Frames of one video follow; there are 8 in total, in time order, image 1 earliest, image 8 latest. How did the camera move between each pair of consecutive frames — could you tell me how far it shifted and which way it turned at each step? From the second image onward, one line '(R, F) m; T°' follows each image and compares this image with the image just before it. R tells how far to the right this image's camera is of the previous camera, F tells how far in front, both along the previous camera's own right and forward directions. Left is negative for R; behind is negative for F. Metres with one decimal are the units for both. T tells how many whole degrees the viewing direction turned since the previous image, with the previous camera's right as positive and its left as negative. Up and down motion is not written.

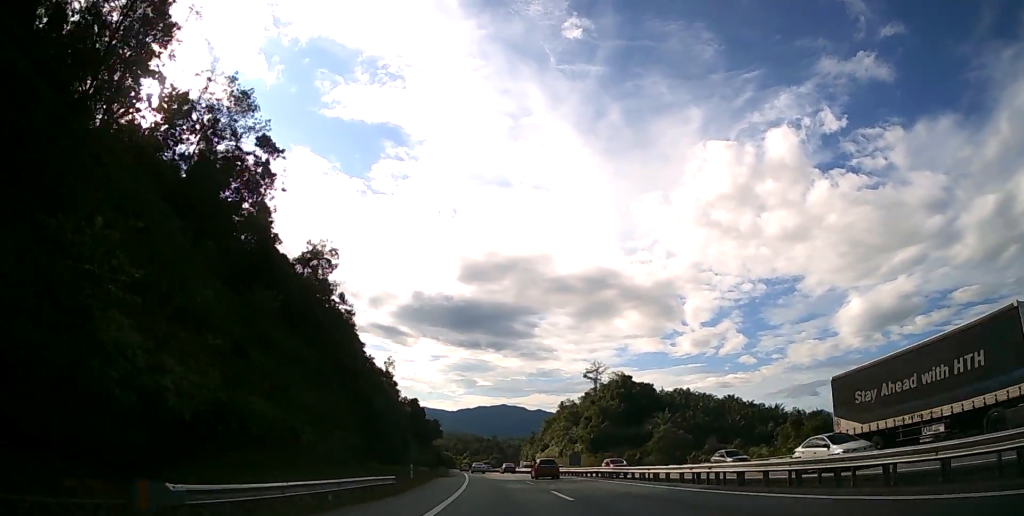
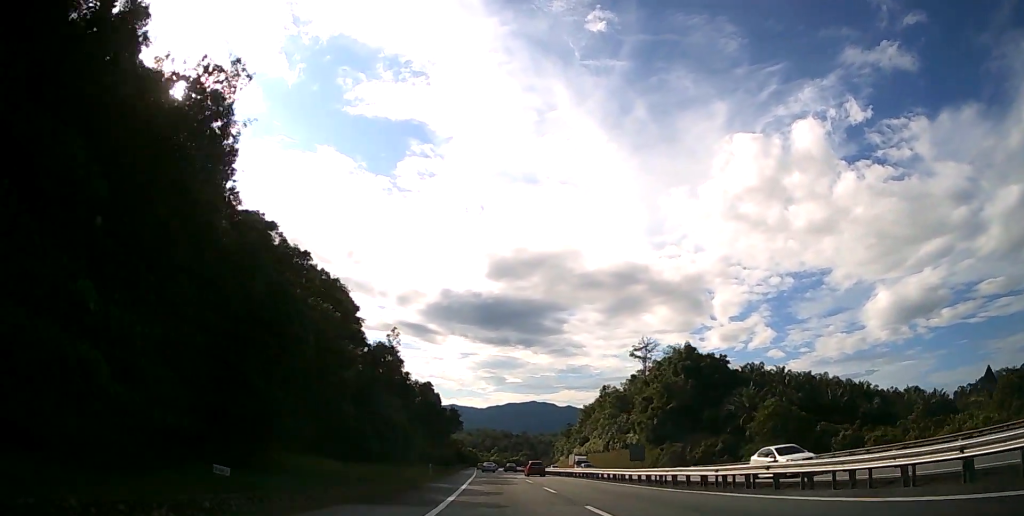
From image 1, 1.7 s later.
(-0.8, +34.1) m; -3°
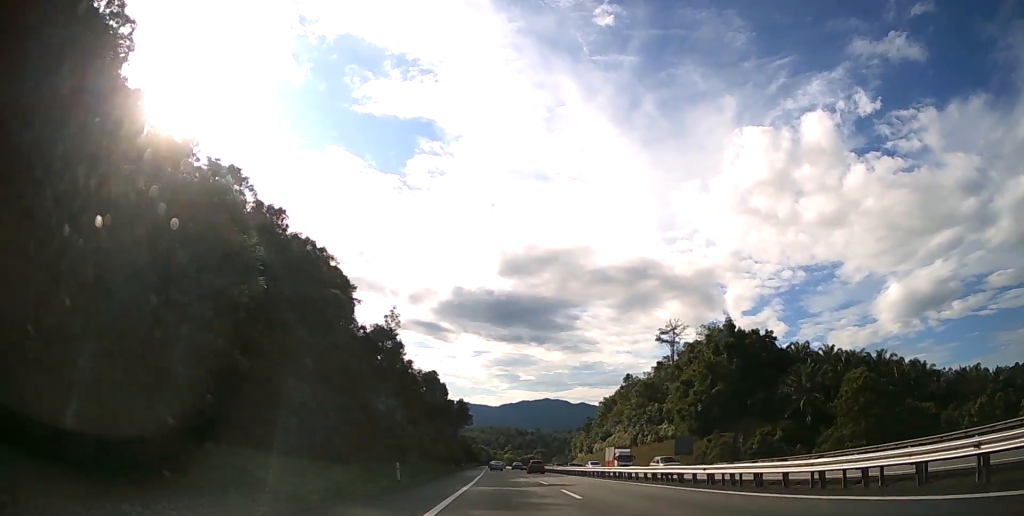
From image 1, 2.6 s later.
(-0.2, +17.2) m; -1°
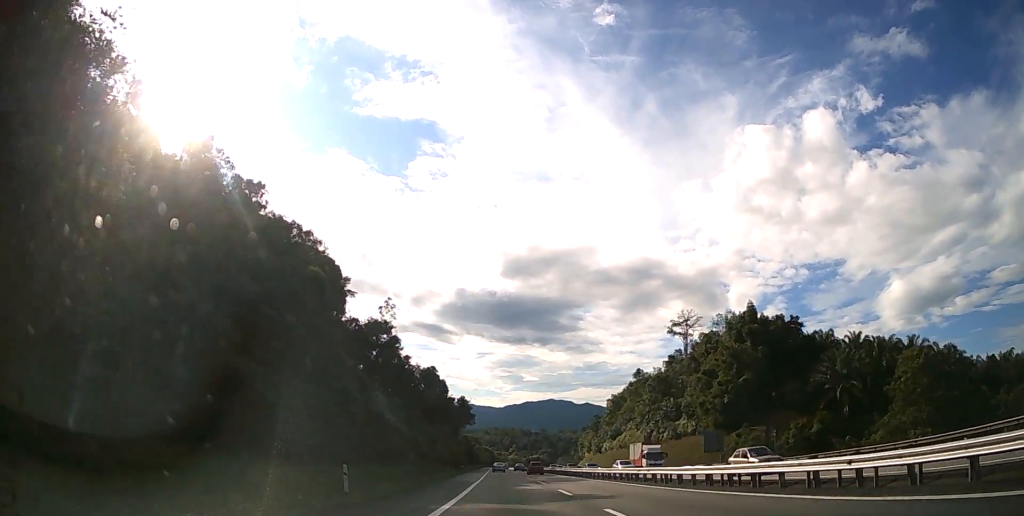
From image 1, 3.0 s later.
(-0.1, +9.1) m; -1°
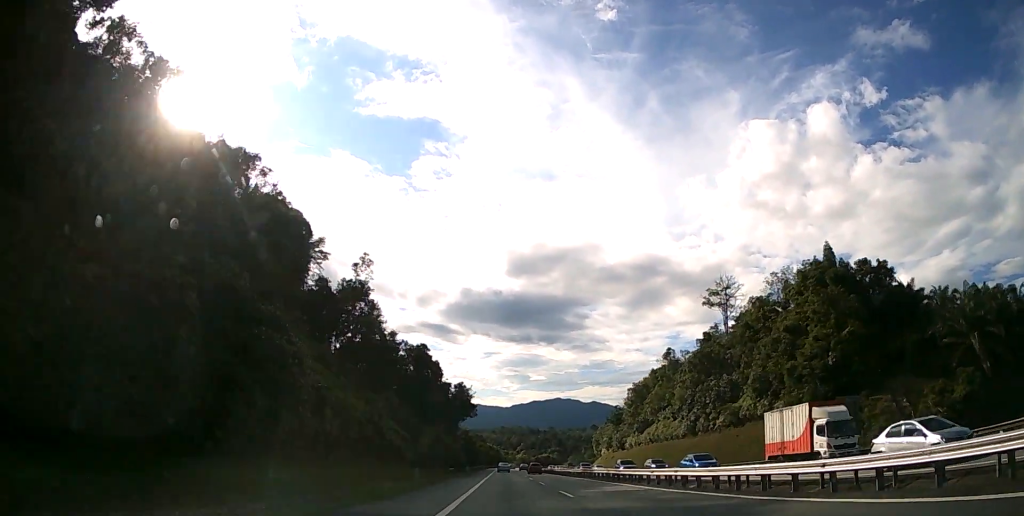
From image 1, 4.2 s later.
(-0.4, +25.3) m; -1°
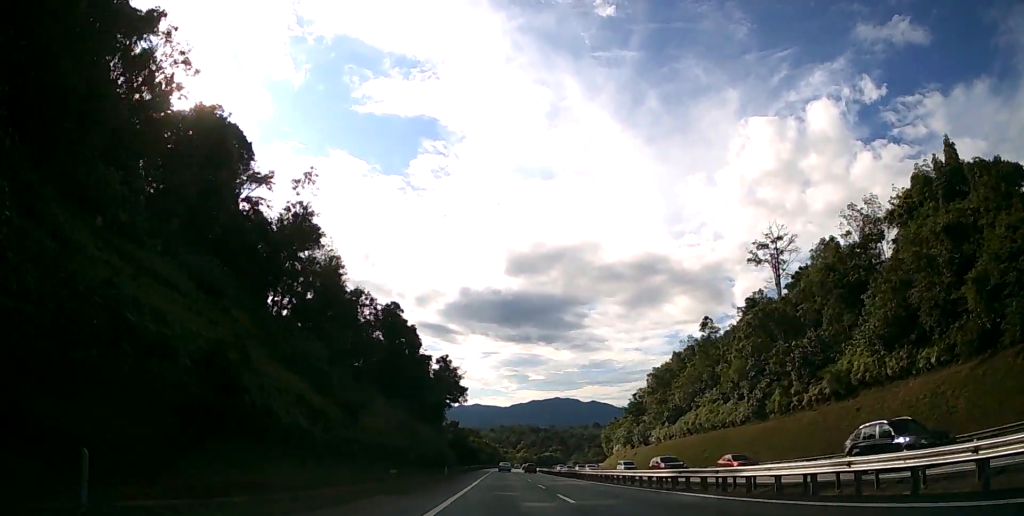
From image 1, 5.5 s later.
(-0.1, +27.8) m; 0°
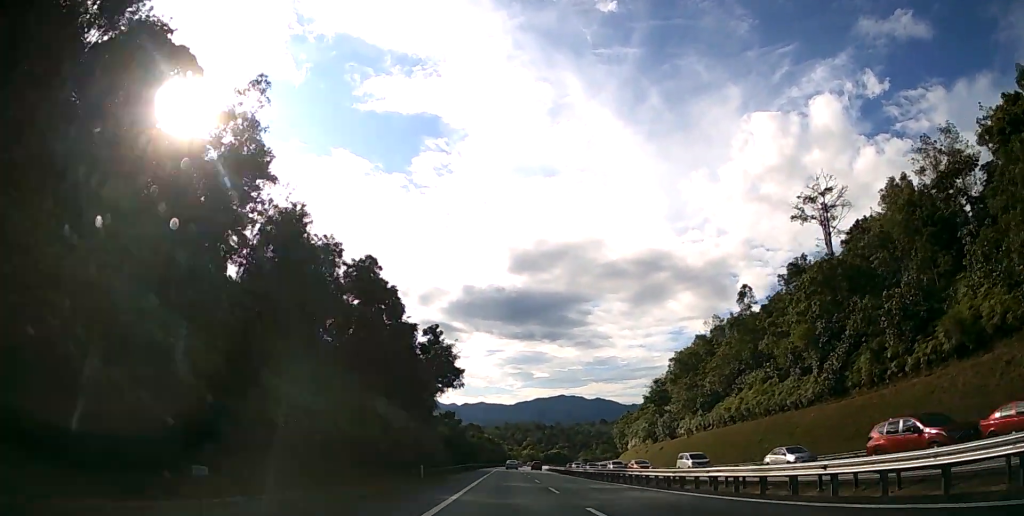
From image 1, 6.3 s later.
(0.0, +17.9) m; 0°
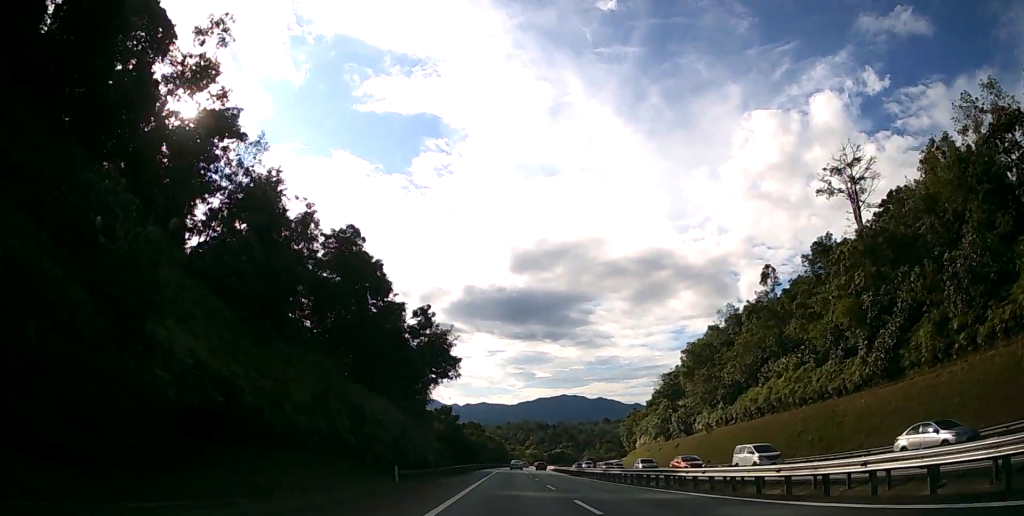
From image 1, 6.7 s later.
(0.0, +9.0) m; 0°
